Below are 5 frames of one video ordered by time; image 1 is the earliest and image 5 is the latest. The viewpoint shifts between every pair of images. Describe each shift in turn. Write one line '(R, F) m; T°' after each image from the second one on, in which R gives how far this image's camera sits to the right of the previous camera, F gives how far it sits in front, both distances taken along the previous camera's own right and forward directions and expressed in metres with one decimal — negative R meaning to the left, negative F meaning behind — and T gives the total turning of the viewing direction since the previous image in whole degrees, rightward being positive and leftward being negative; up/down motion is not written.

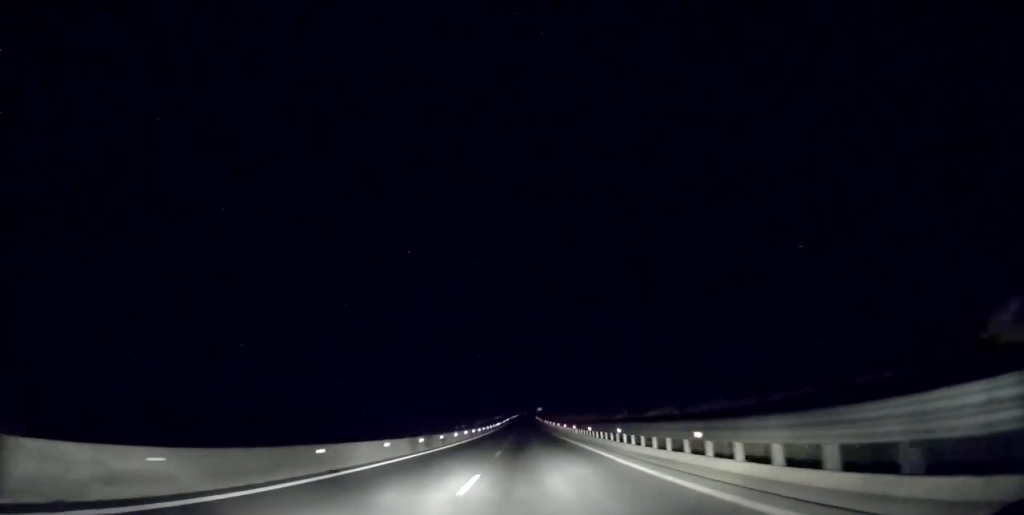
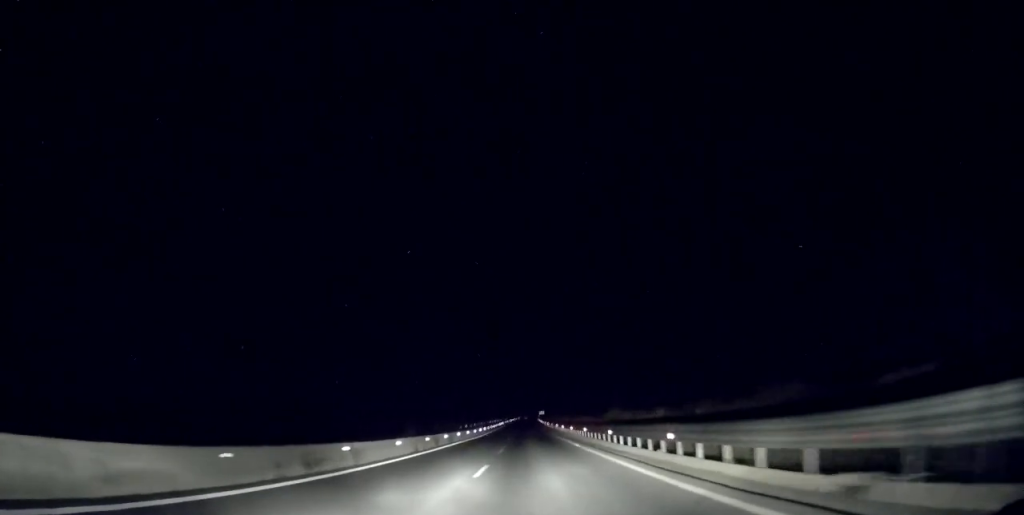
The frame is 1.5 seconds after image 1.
(-0.4, +46.2) m; -1°
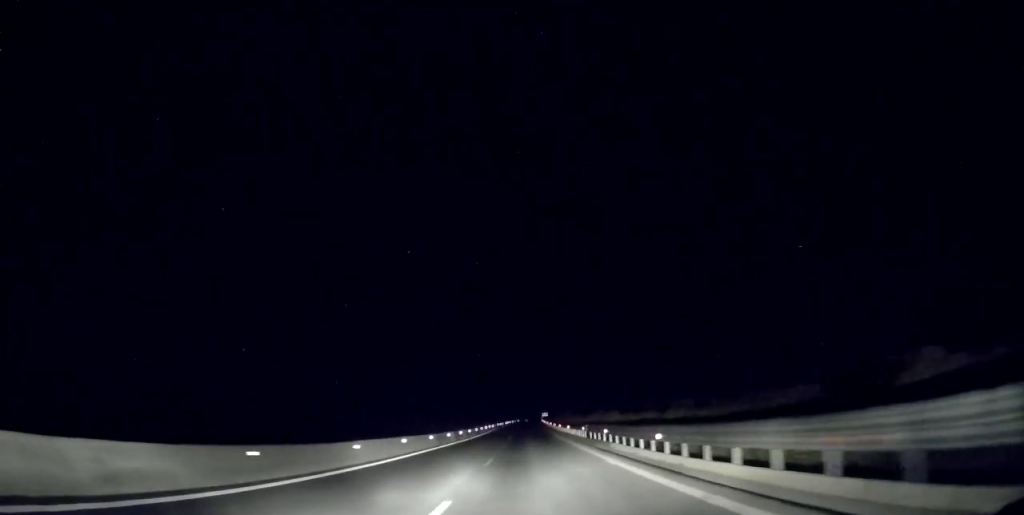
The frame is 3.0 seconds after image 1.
(-0.4, +46.6) m; 0°
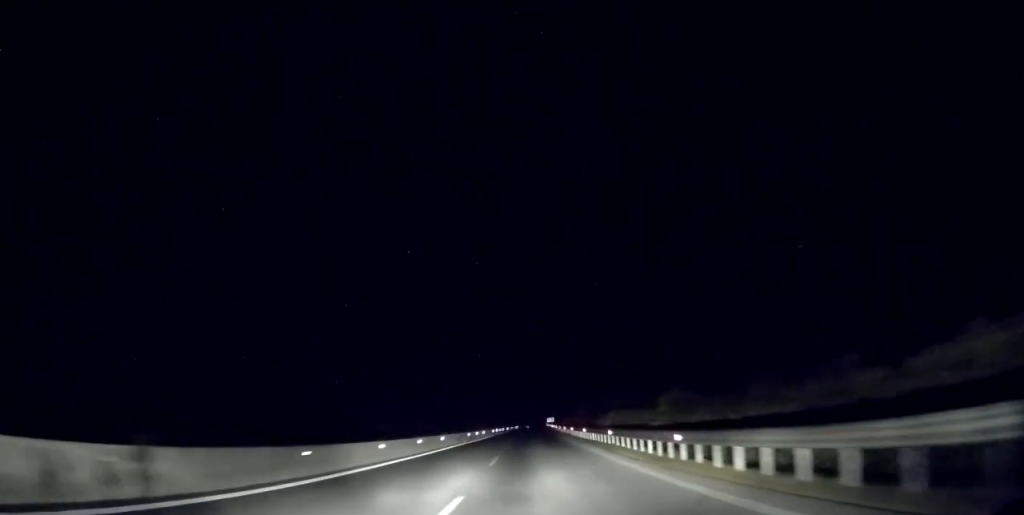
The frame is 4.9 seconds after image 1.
(+0.9, +60.3) m; +1°
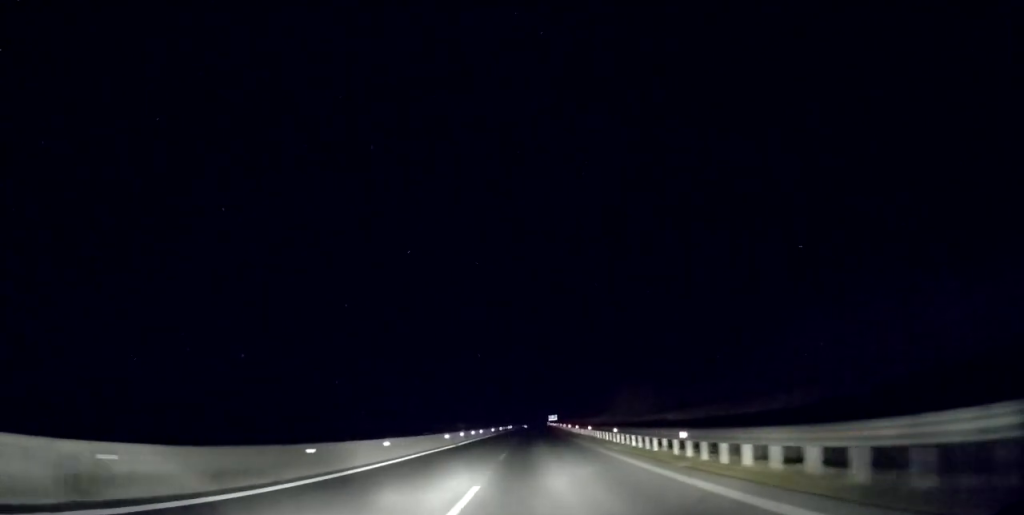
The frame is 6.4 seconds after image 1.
(-0.2, +47.6) m; 0°
